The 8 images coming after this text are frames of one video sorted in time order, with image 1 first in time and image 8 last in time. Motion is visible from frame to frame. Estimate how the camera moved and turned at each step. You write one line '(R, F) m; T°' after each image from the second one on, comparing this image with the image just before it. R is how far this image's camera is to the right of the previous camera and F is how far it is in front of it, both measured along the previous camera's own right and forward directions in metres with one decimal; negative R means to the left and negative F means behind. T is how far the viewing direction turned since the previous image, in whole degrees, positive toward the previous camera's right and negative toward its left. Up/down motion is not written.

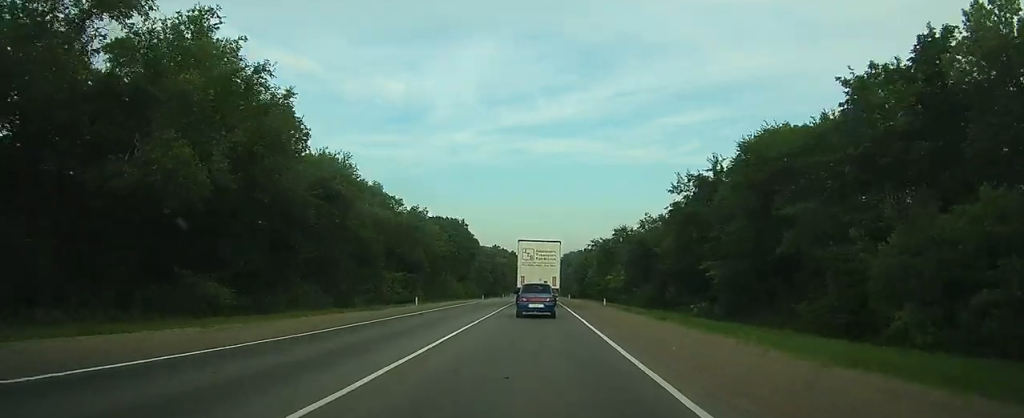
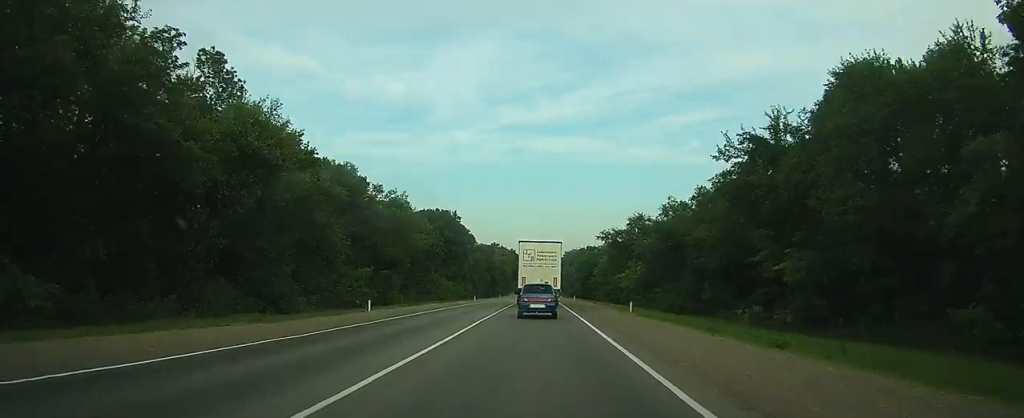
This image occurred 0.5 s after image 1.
(0.0, +12.7) m; 0°
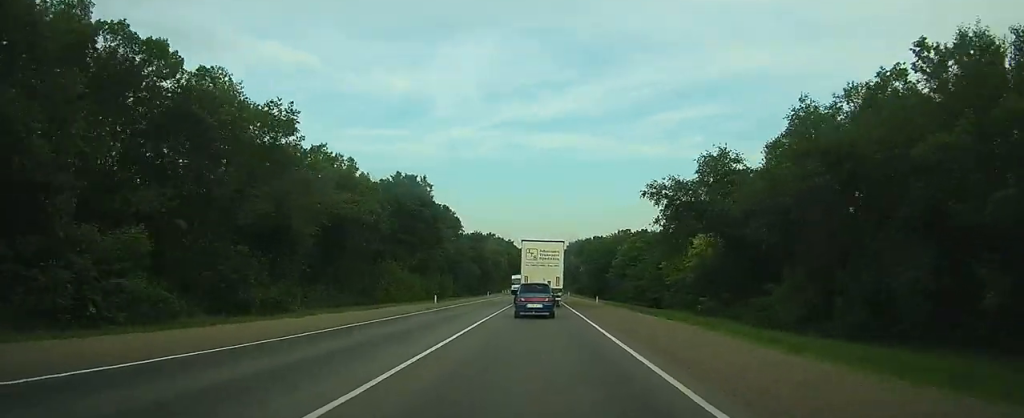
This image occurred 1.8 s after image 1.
(-0.2, +31.1) m; -1°
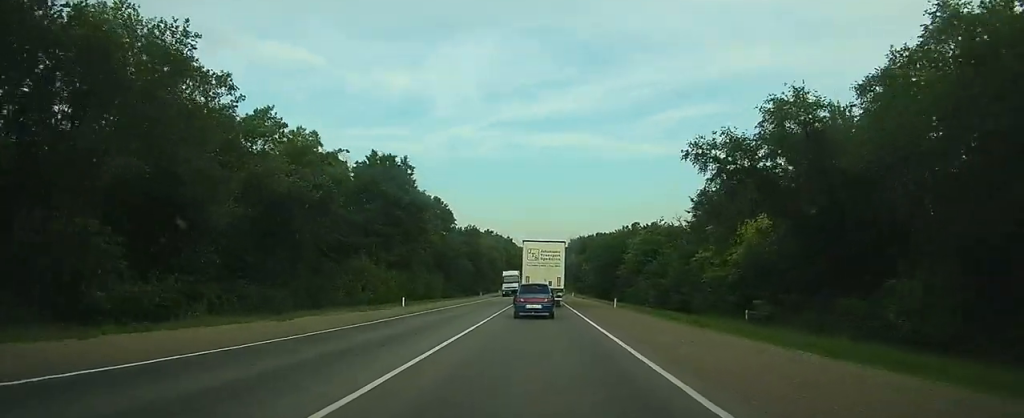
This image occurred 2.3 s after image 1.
(0.0, +12.0) m; 0°
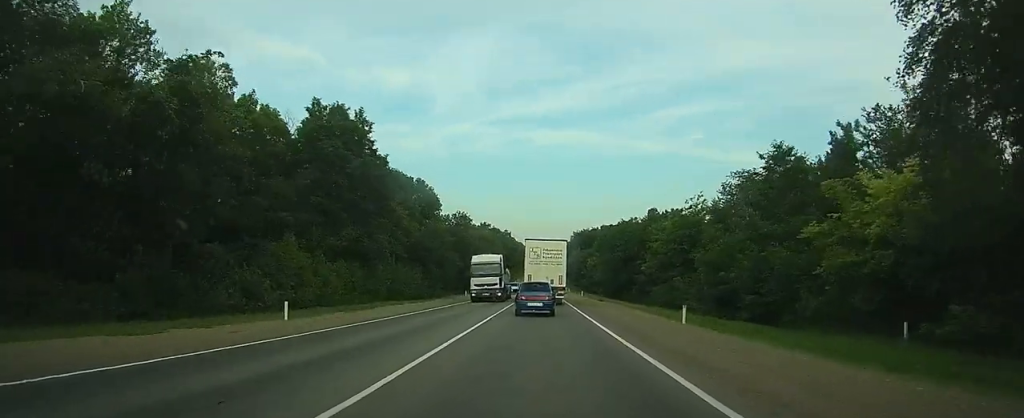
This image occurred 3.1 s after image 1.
(0.0, +18.4) m; 0°
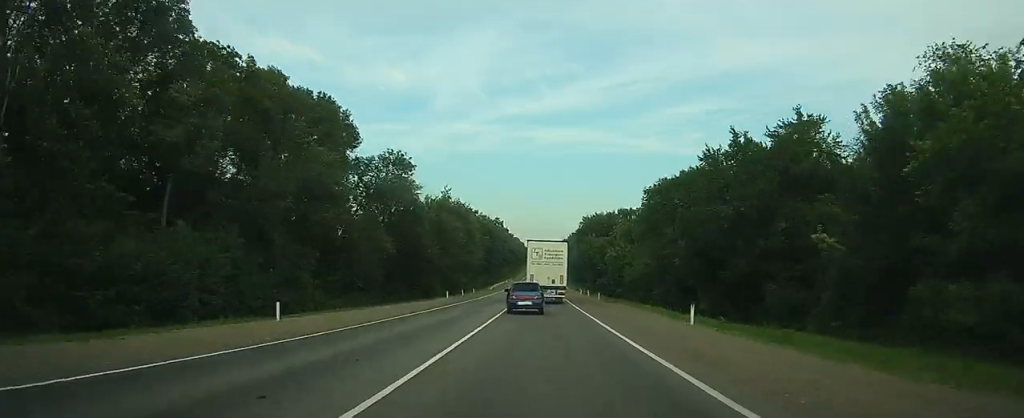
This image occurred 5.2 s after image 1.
(0.0, +50.5) m; 0°
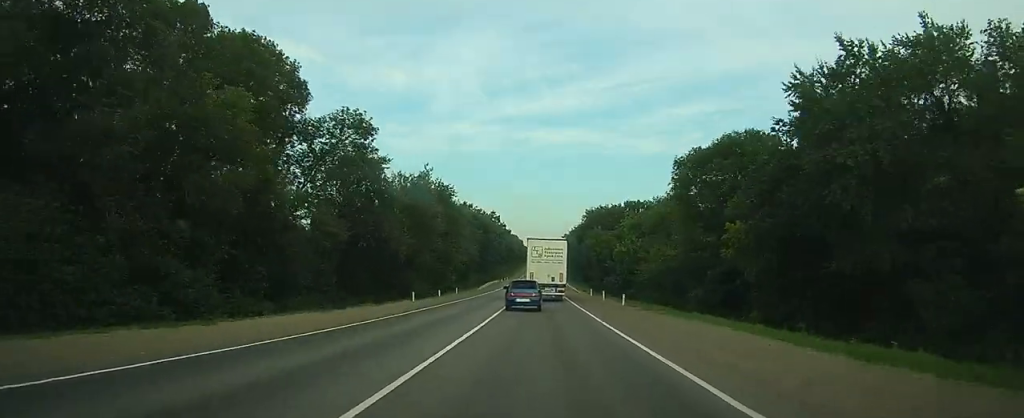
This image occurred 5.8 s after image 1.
(0.0, +14.5) m; 0°
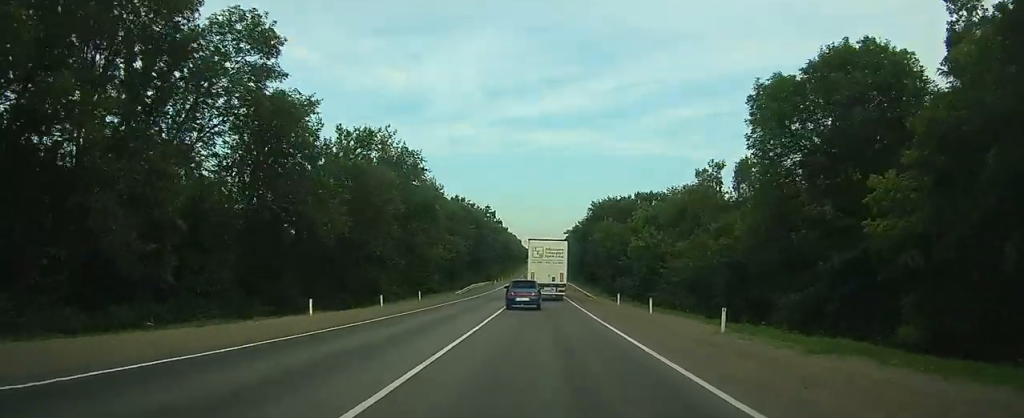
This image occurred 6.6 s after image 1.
(0.0, +18.5) m; 0°
